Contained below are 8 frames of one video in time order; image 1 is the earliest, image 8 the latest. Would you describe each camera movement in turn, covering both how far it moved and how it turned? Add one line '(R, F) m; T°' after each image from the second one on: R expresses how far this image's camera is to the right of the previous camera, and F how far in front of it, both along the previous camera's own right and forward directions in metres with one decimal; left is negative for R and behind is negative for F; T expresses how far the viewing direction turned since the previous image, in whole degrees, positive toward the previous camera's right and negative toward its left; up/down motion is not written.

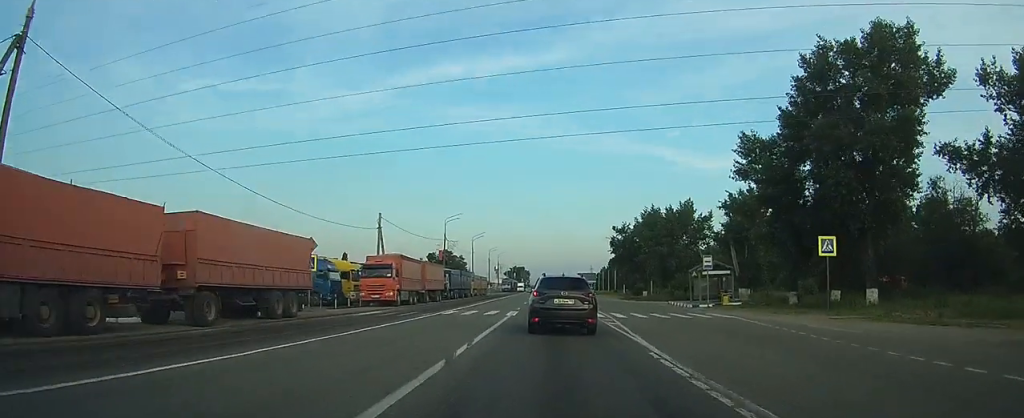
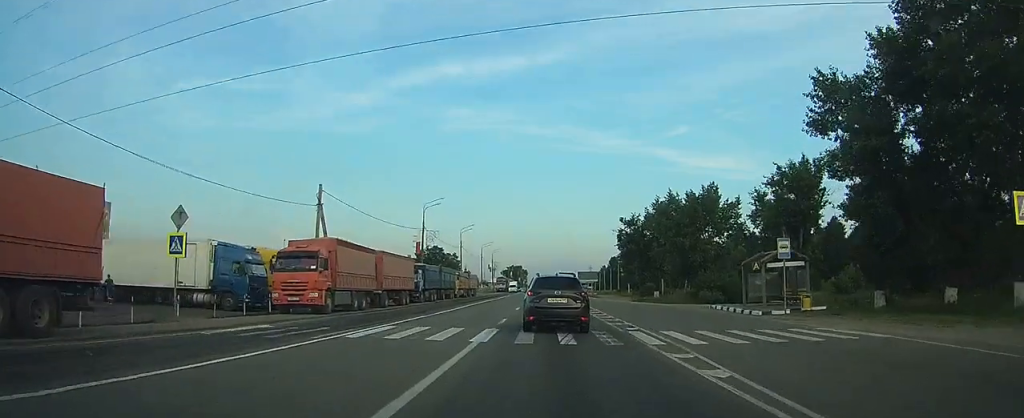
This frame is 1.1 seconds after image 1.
(+0.3, +12.1) m; +1°
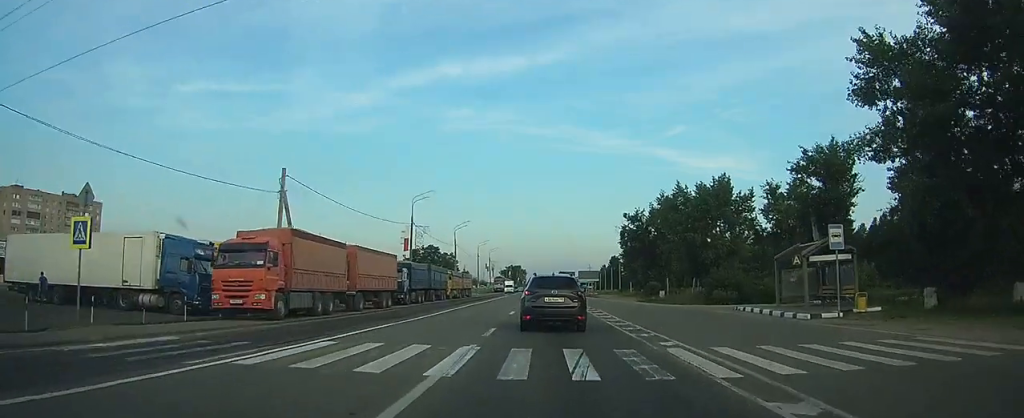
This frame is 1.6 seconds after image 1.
(0.0, +4.8) m; 0°
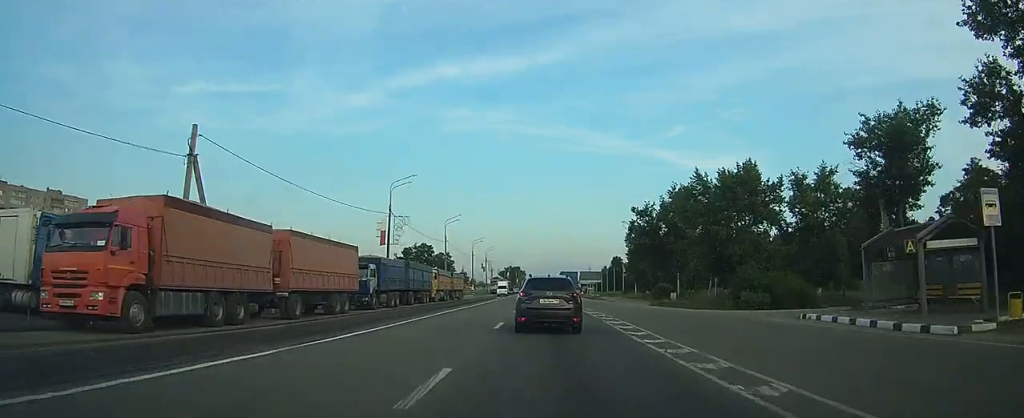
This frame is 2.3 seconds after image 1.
(0.0, +8.2) m; 0°
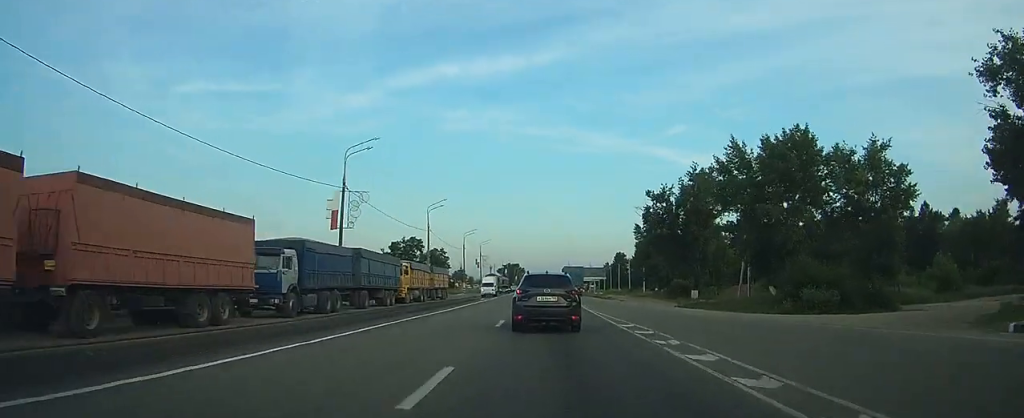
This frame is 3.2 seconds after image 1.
(0.0, +11.3) m; +1°
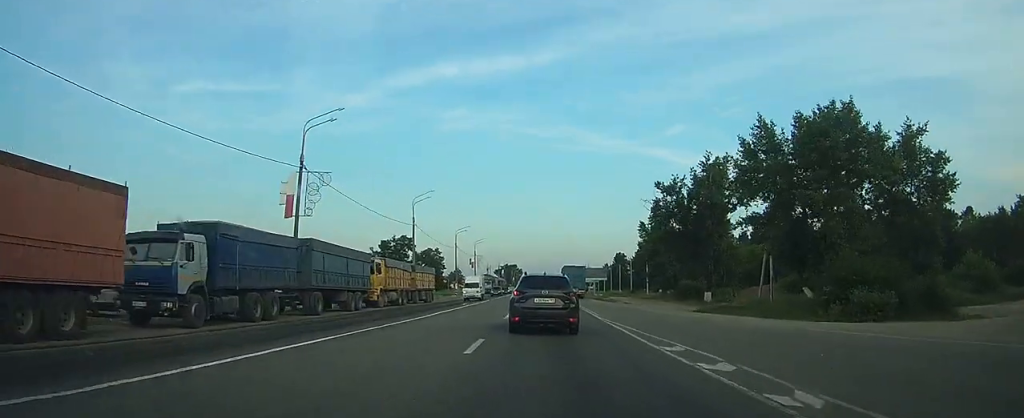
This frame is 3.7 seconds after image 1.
(0.0, +6.6) m; 0°
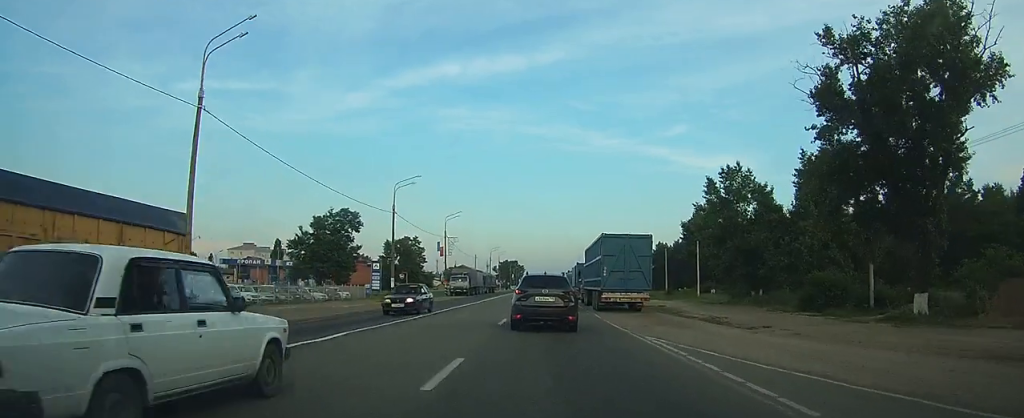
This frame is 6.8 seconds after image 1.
(+0.5, +40.7) m; +1°
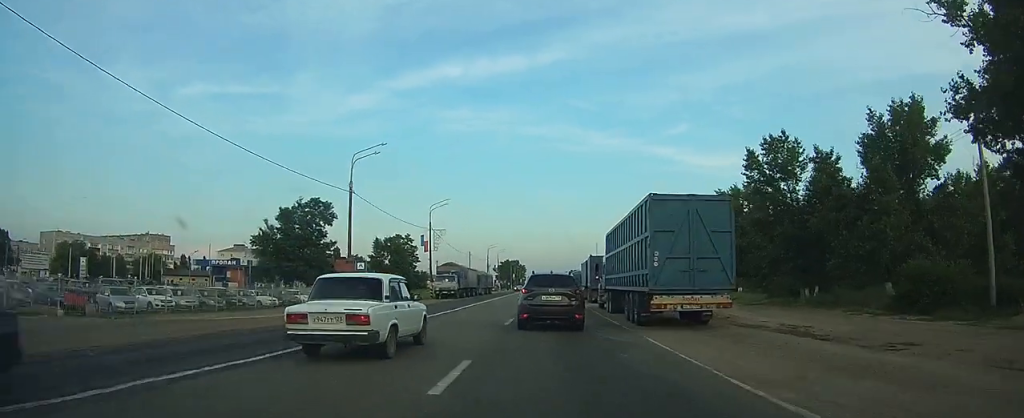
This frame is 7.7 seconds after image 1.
(0.0, +12.2) m; 0°
